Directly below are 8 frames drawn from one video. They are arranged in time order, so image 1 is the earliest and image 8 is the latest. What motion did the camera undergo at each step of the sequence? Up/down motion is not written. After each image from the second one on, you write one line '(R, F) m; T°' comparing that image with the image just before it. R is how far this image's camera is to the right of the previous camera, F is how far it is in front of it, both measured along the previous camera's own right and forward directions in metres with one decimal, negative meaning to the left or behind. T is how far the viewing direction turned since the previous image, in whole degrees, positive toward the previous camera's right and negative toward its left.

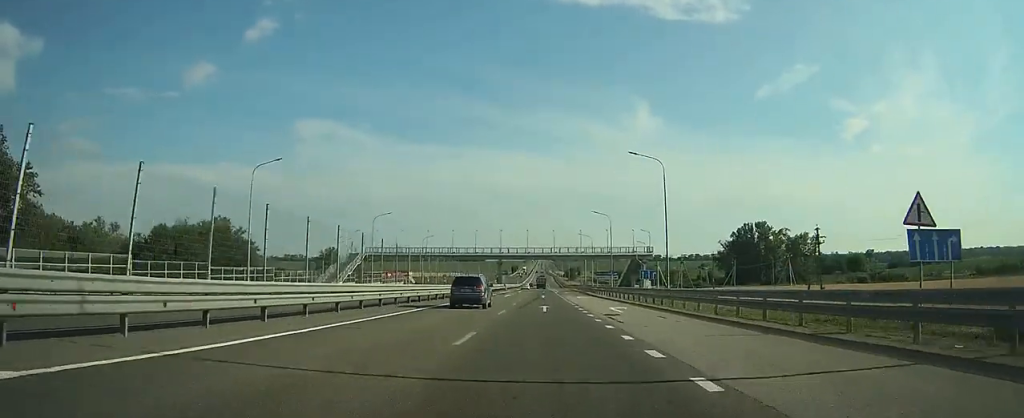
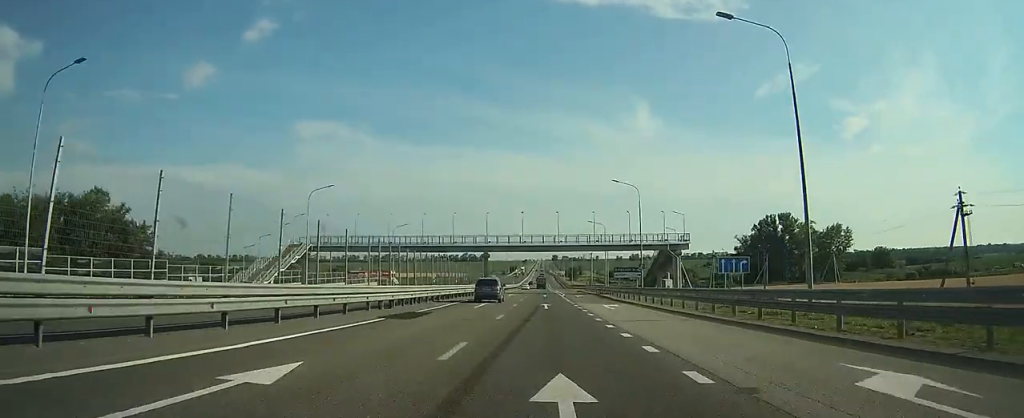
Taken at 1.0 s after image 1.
(0.0, +26.2) m; 0°
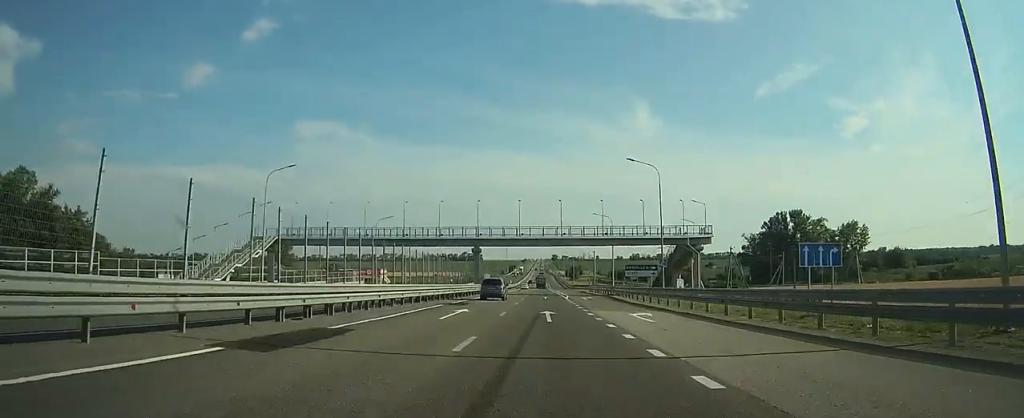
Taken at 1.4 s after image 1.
(0.0, +10.8) m; 0°
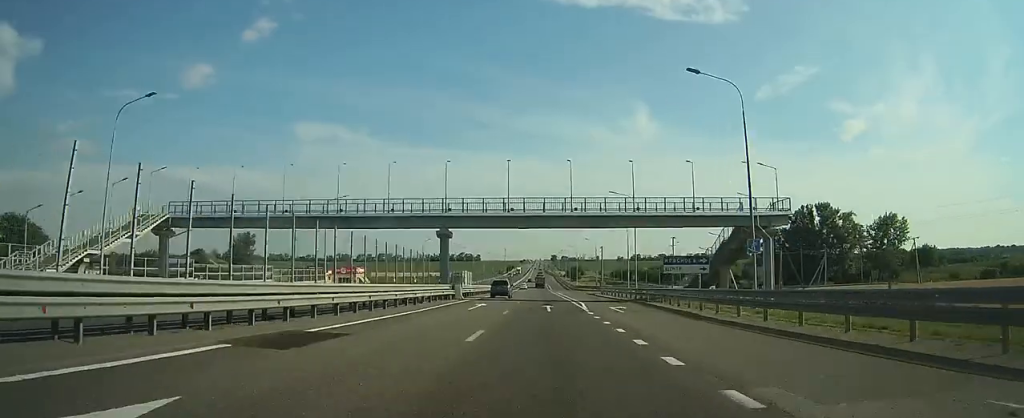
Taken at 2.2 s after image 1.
(0.0, +22.5) m; 0°
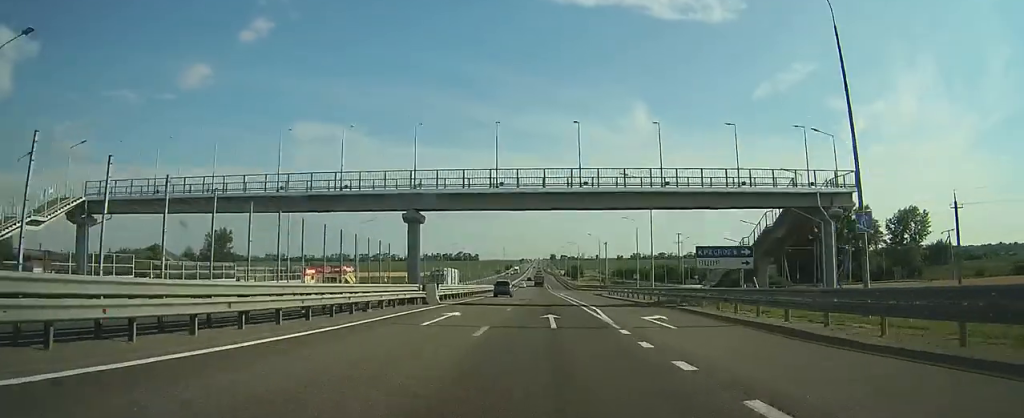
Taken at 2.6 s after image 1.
(0.0, +10.7) m; 0°
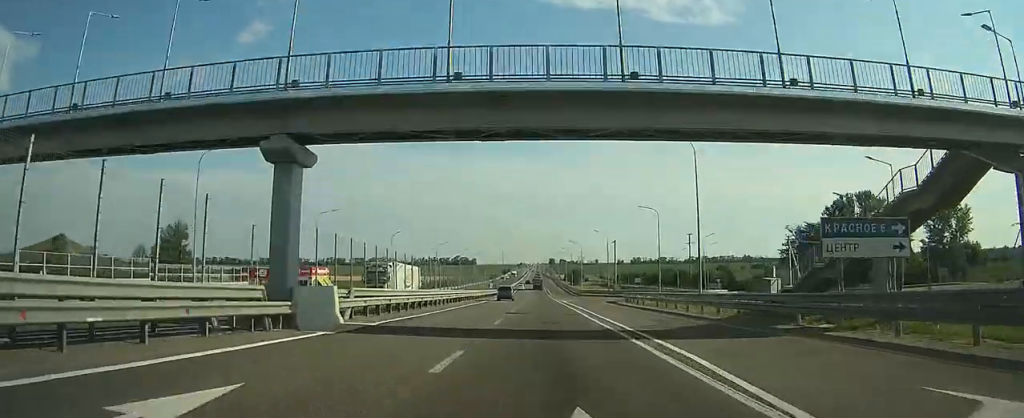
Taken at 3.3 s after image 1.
(0.0, +17.9) m; 0°
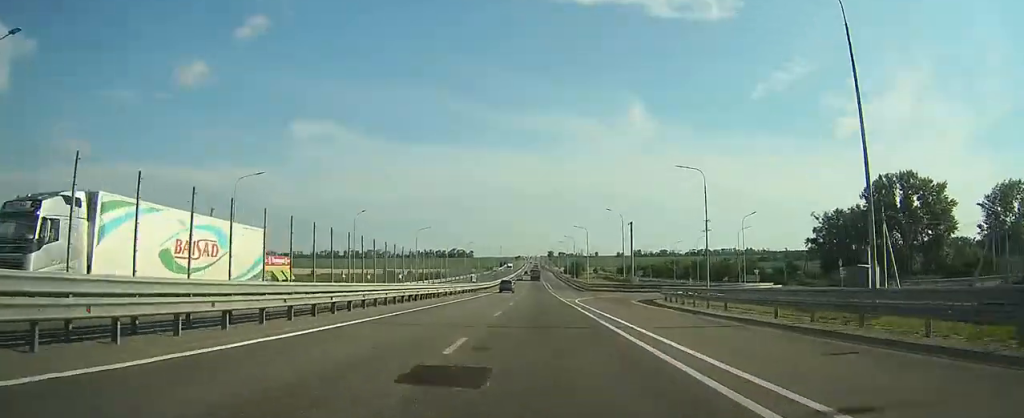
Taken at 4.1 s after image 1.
(+0.1, +22.4) m; 0°
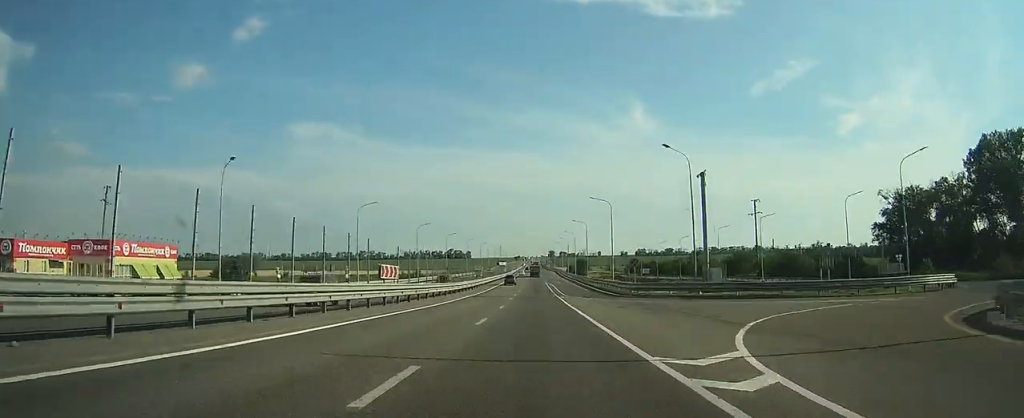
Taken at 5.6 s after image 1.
(-0.1, +40.9) m; 0°
